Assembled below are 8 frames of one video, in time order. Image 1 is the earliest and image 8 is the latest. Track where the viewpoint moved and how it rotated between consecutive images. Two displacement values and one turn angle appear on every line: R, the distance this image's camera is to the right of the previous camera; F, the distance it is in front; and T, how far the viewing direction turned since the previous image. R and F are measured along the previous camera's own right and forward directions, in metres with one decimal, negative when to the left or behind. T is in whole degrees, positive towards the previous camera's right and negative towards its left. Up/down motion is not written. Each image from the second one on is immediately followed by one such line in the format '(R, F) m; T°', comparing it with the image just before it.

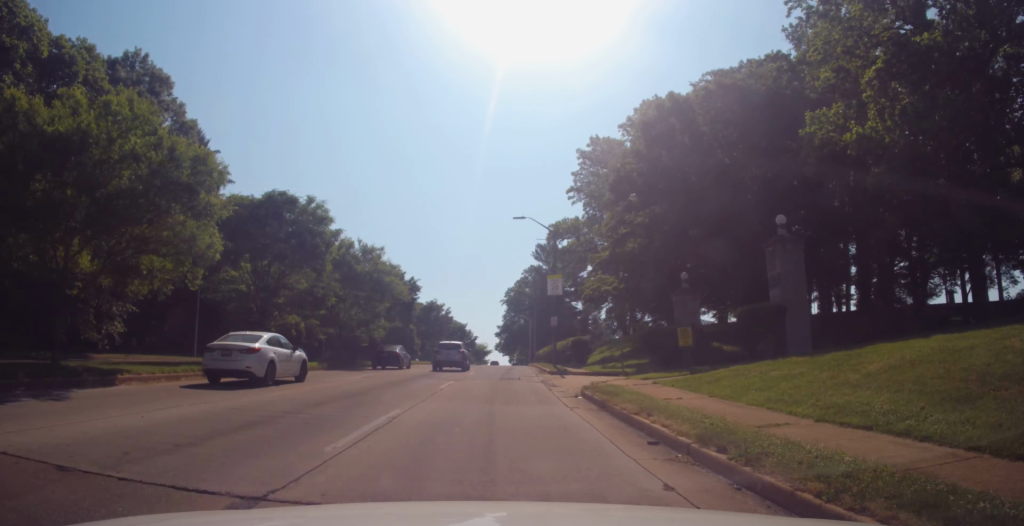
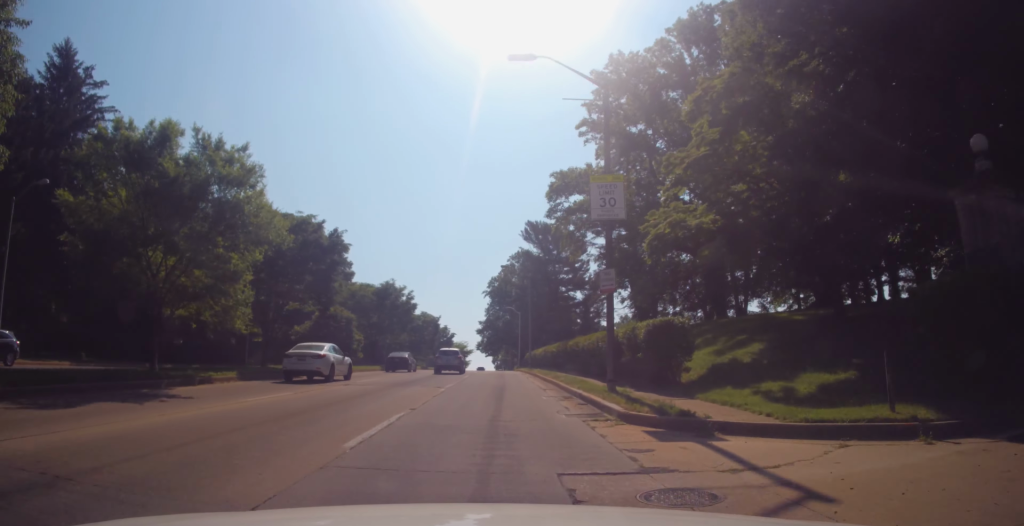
(+0.6, +22.5) m; +1°
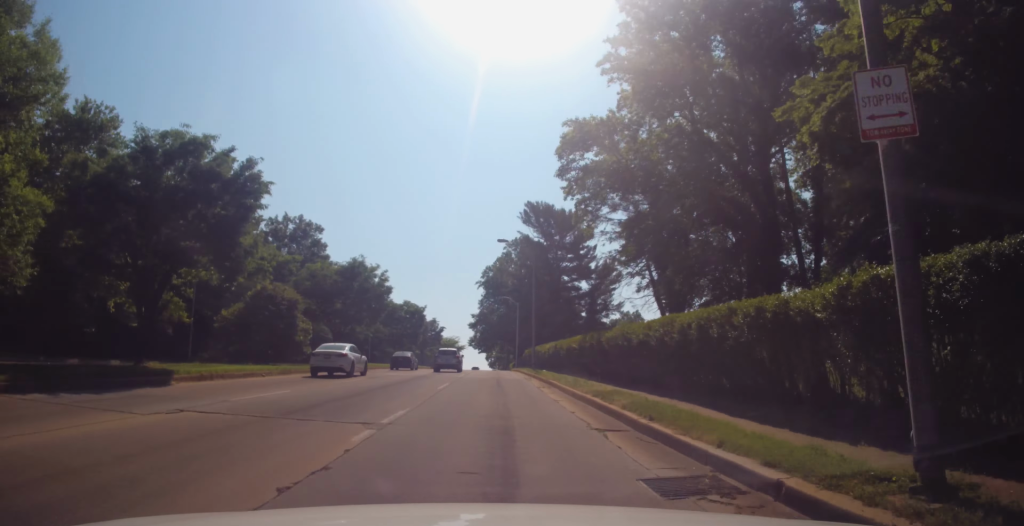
(-0.2, +12.1) m; 0°
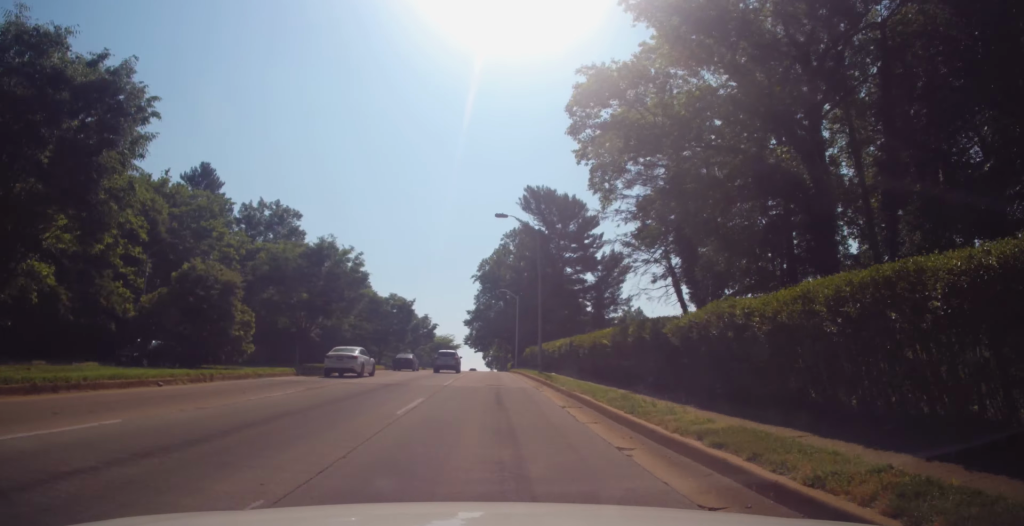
(-0.2, +8.2) m; 0°
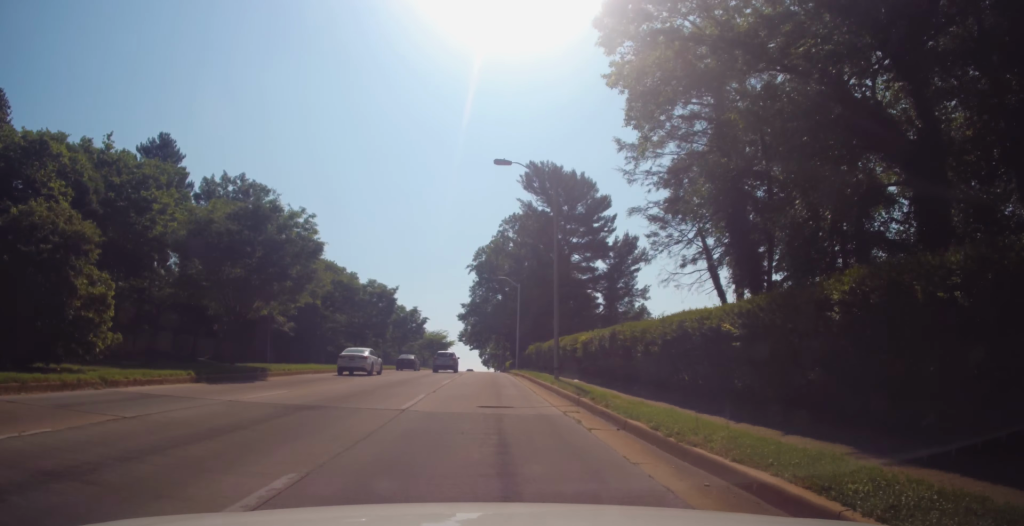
(+0.3, +10.5) m; +1°
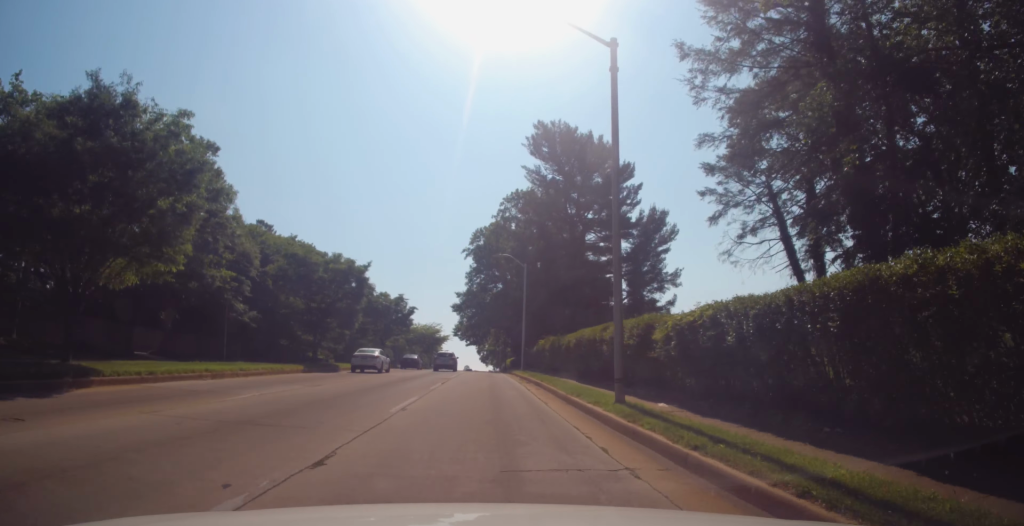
(+0.1, +12.9) m; +1°
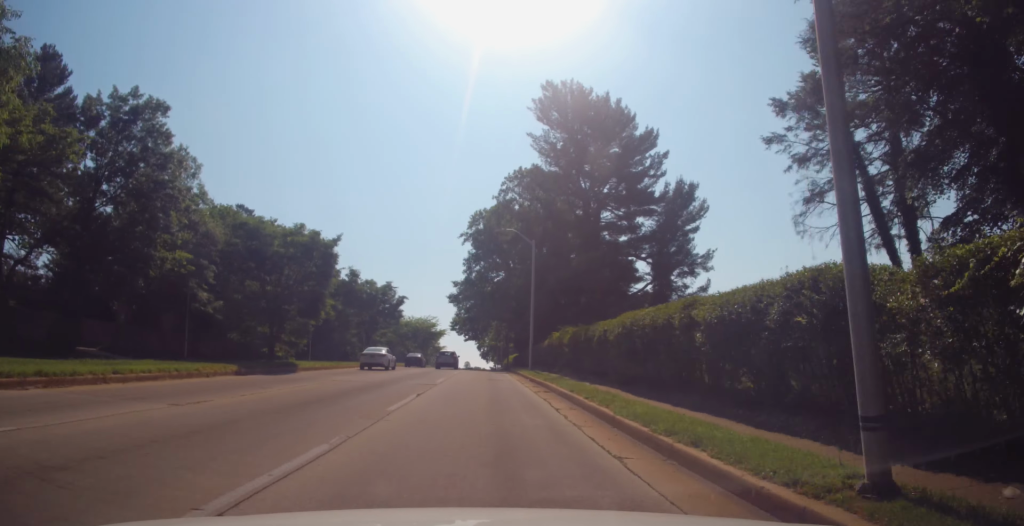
(0.0, +9.0) m; 0°
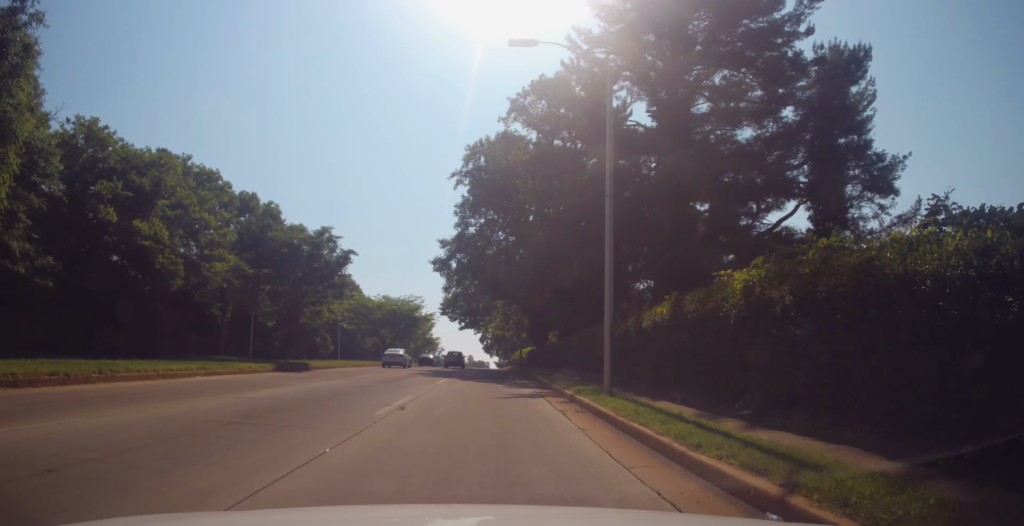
(-0.5, +25.7) m; -2°
